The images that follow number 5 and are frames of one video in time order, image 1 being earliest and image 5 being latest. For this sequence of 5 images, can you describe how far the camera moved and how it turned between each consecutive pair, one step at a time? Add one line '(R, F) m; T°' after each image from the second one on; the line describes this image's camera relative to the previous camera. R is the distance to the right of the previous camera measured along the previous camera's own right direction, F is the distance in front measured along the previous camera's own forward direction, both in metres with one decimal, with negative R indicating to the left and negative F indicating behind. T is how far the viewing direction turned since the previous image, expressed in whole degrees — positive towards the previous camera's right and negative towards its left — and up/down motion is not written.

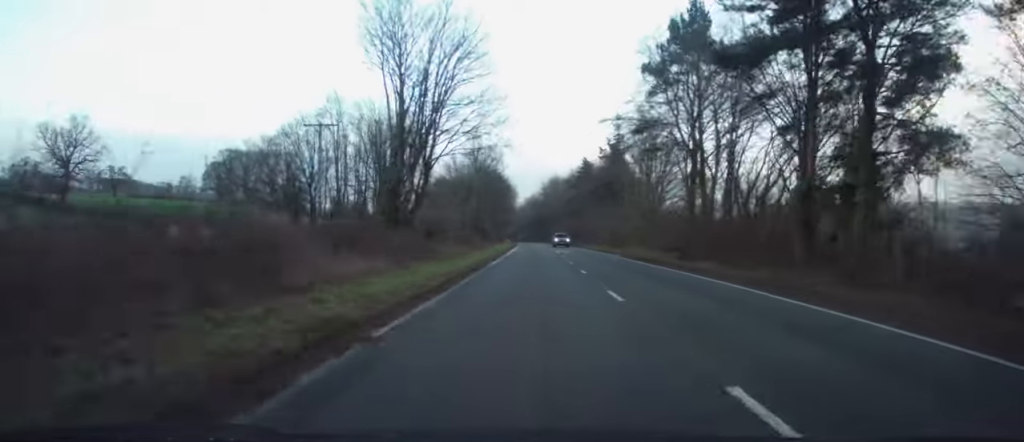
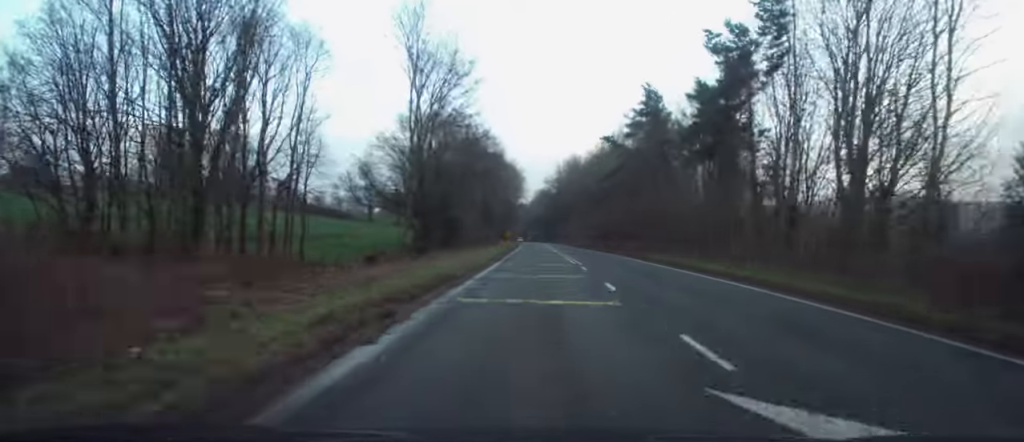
(-0.7, +50.5) m; -1°
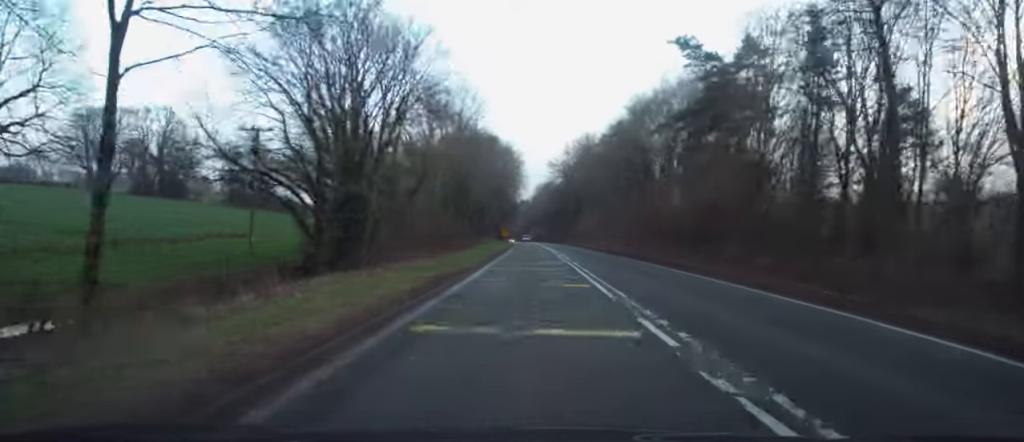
(-0.2, +34.5) m; 0°
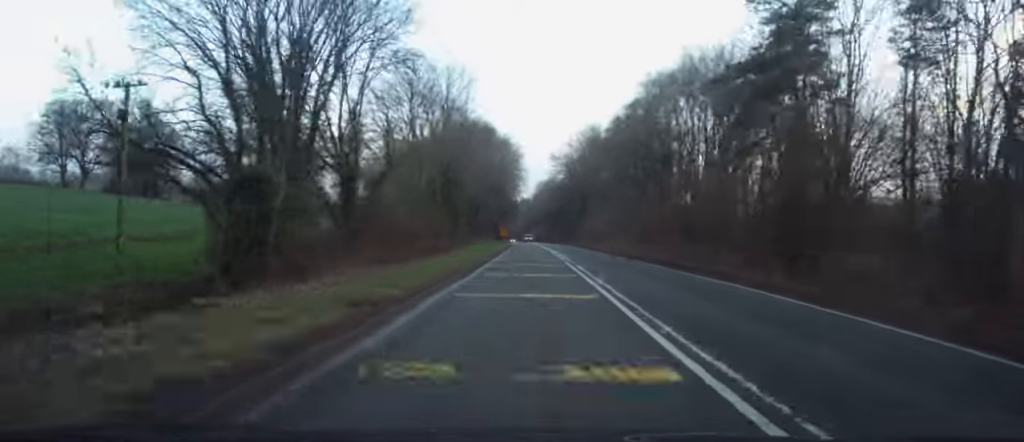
(+0.2, +10.1) m; 0°
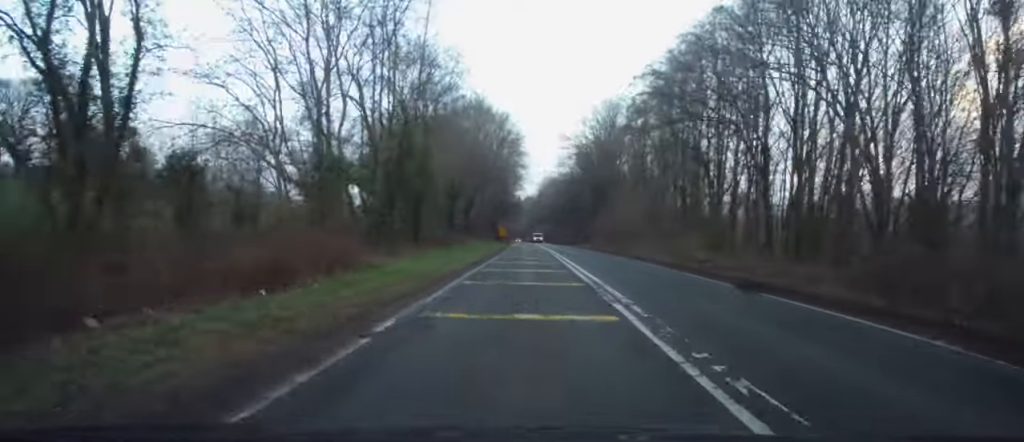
(0.0, +23.2) m; -1°
